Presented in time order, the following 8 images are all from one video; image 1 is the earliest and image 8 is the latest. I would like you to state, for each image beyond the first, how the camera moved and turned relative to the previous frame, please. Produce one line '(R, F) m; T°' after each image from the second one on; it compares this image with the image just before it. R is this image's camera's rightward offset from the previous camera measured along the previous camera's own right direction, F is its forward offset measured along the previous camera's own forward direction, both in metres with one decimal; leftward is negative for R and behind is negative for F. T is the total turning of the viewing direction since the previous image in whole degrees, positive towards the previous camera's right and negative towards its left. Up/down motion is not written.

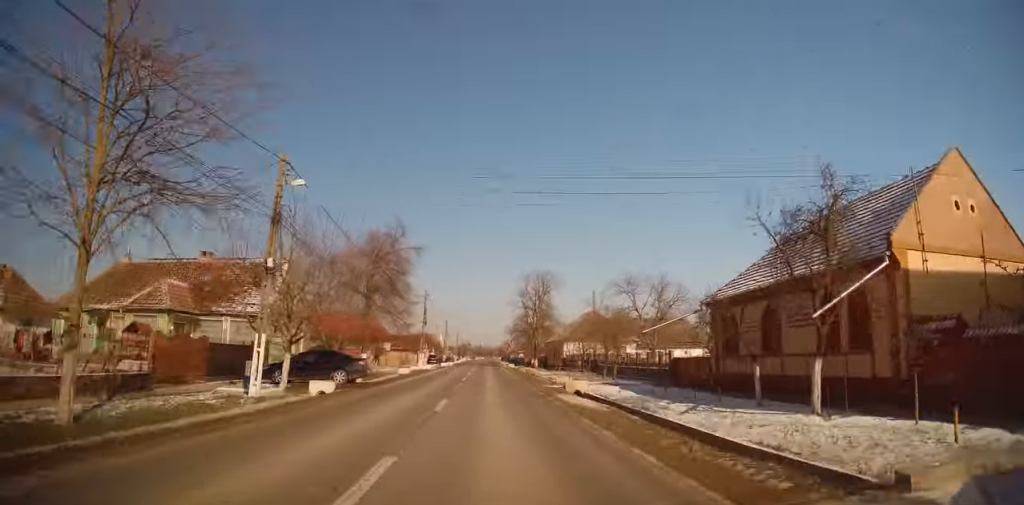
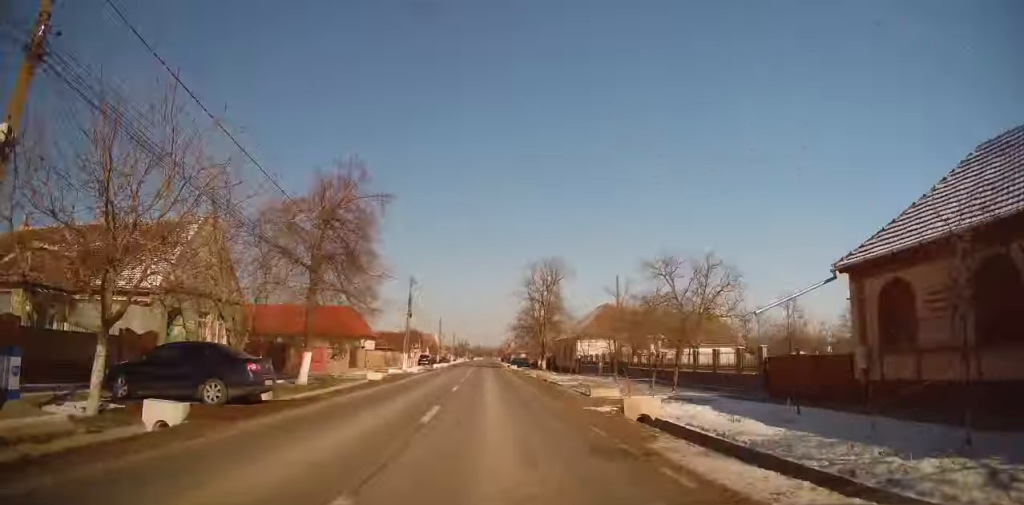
(-0.1, +10.8) m; 0°
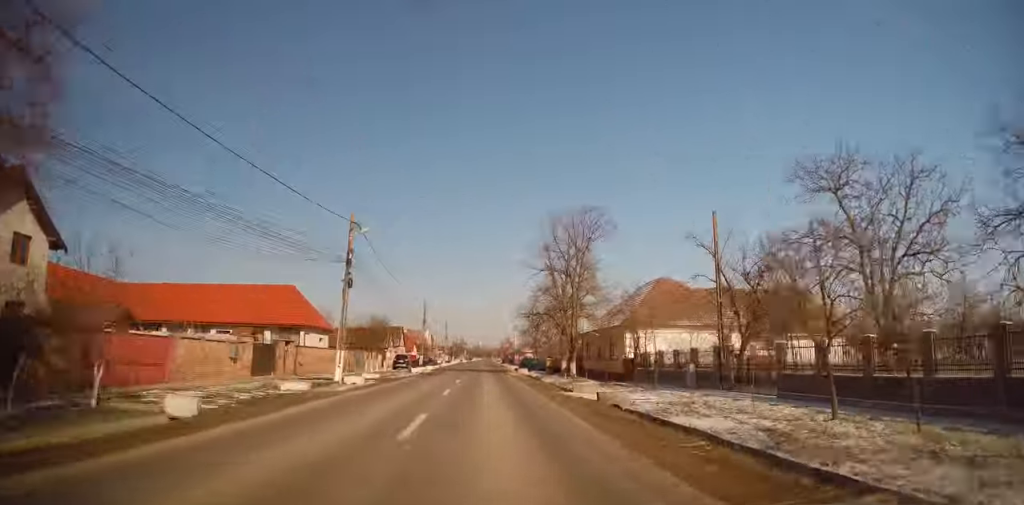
(0.0, +21.1) m; +1°
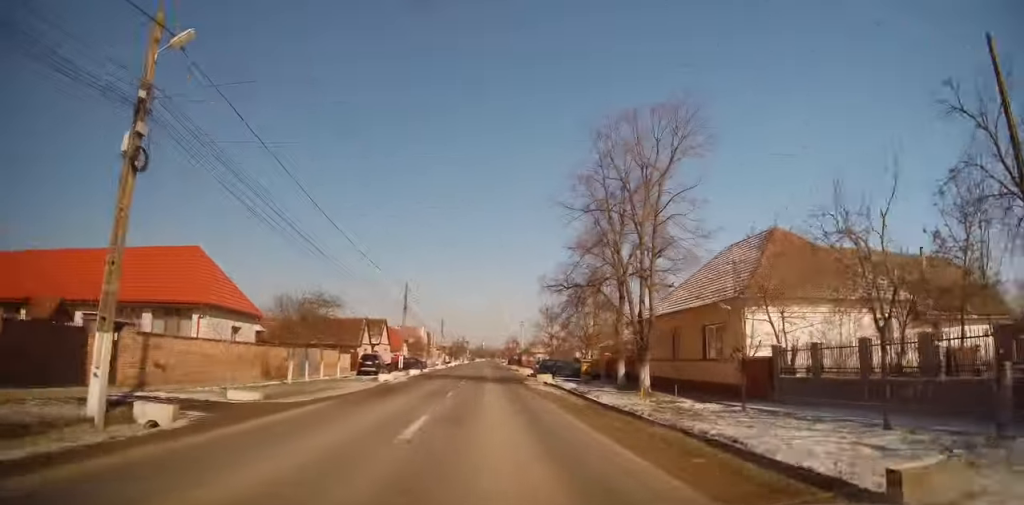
(+0.2, +18.2) m; 0°
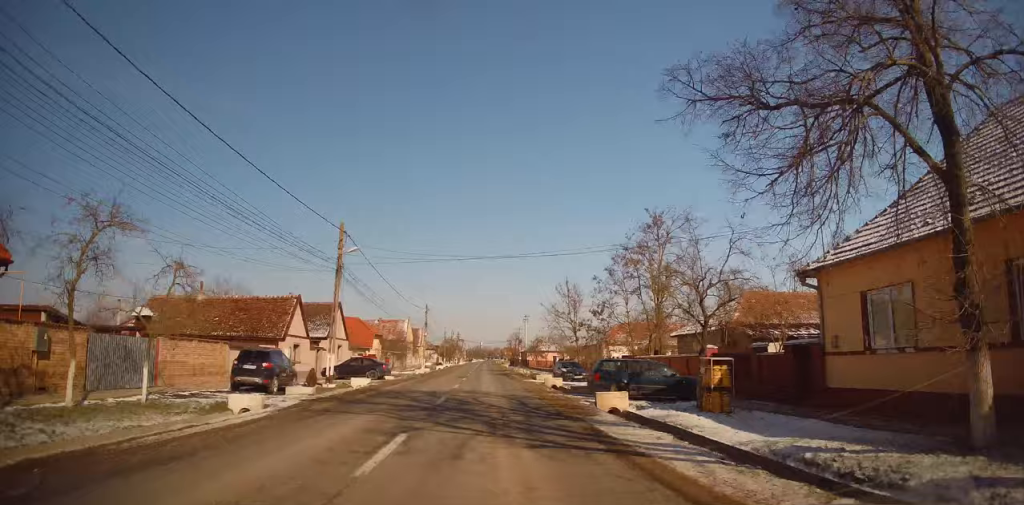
(-0.1, +21.2) m; -1°
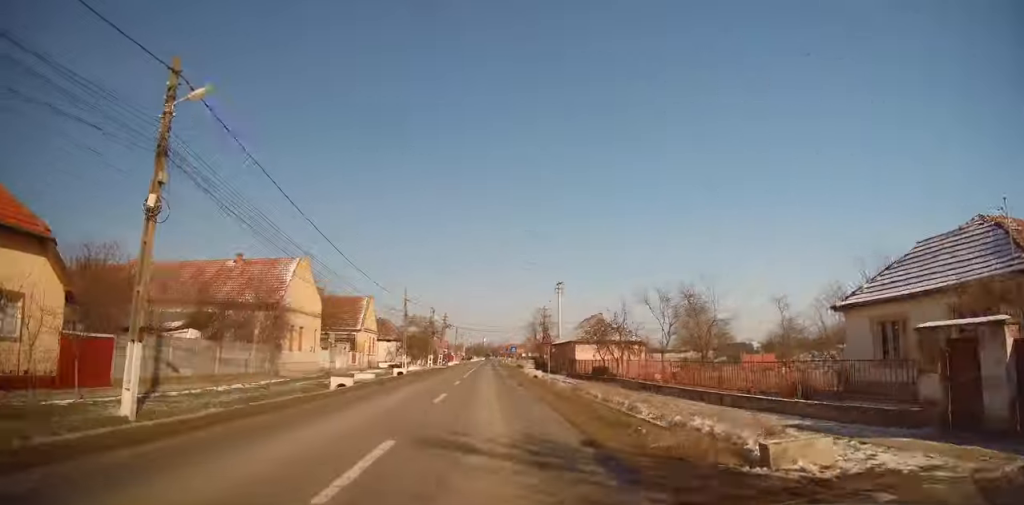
(+0.4, +53.5) m; +1°
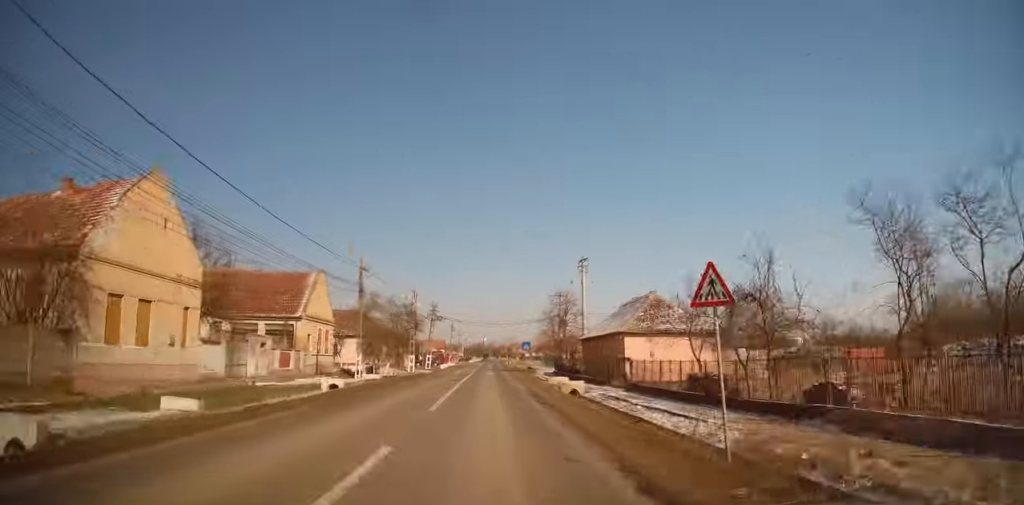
(-0.1, +18.1) m; -1°
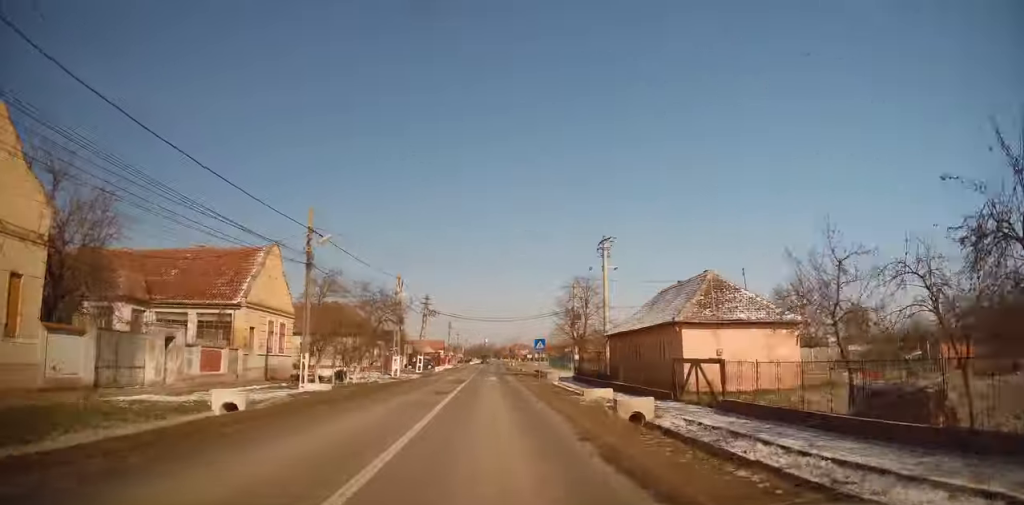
(0.0, +10.2) m; 0°
